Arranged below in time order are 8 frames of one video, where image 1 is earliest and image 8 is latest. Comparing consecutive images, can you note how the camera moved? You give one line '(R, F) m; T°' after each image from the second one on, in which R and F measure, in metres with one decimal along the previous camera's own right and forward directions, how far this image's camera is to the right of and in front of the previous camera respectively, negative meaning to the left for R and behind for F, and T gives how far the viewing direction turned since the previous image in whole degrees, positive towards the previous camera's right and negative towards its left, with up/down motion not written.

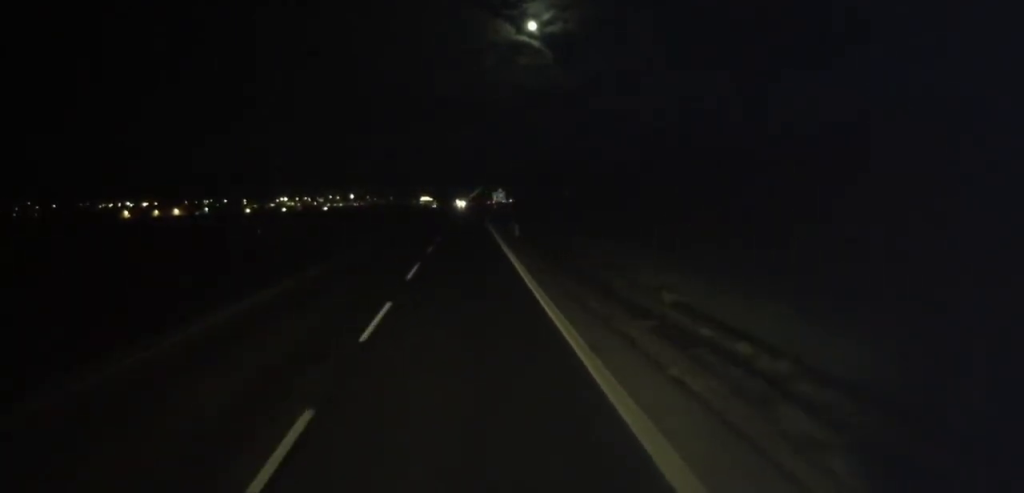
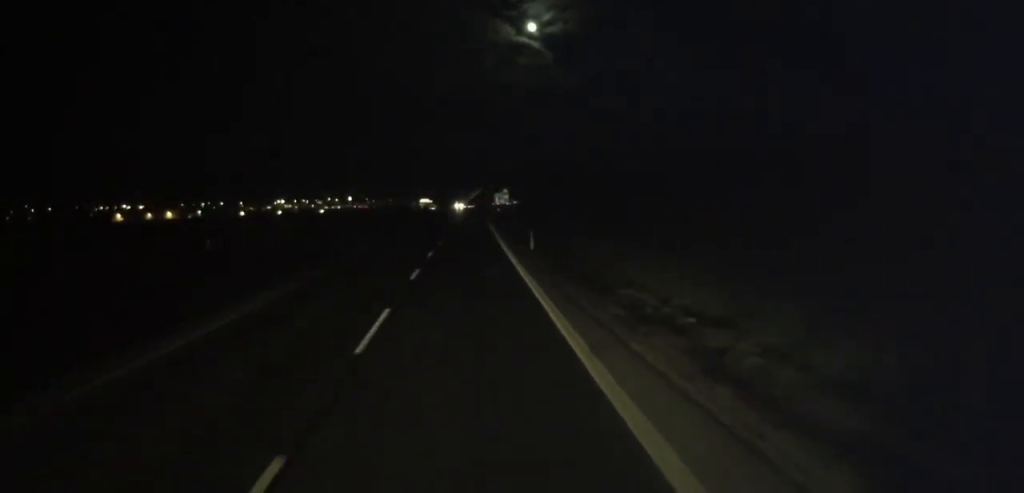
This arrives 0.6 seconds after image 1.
(0.0, +9.7) m; 0°
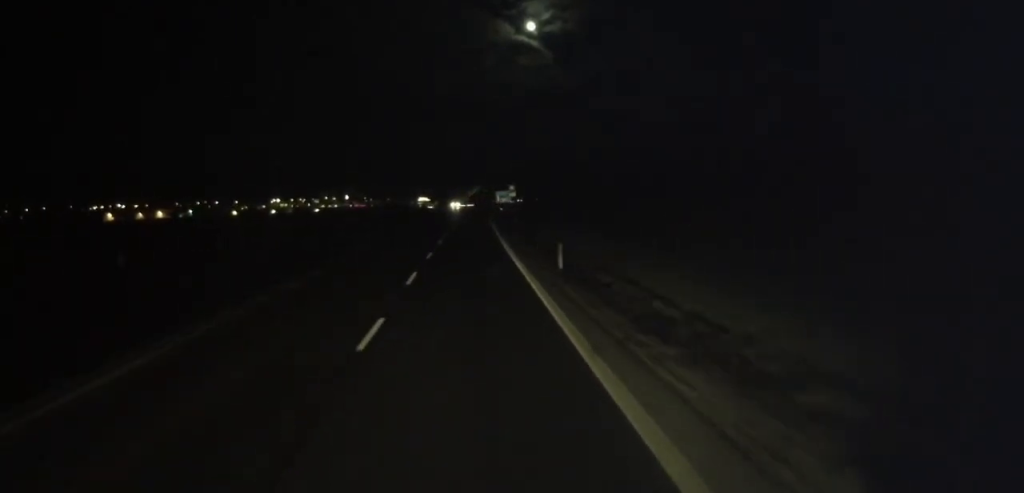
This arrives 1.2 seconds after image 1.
(0.0, +10.2) m; 0°
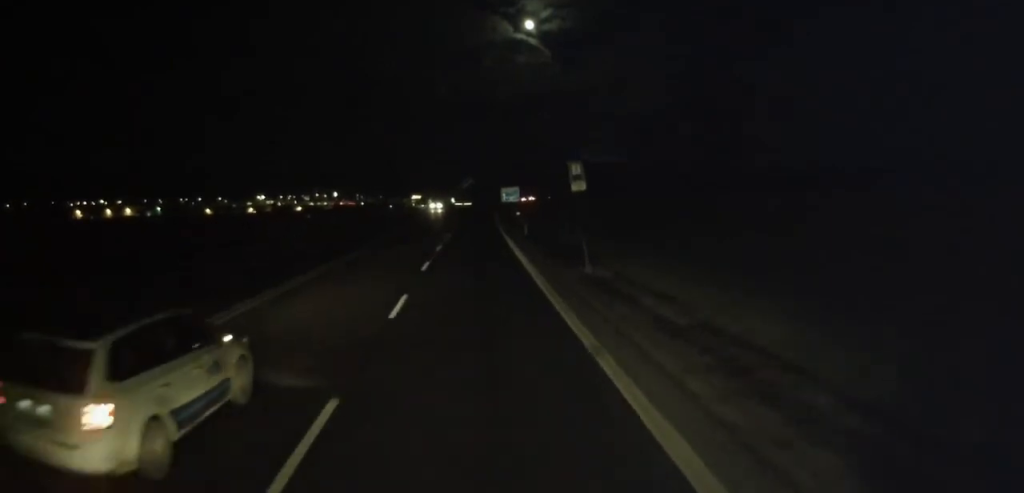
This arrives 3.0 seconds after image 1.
(+1.0, +31.3) m; +2°
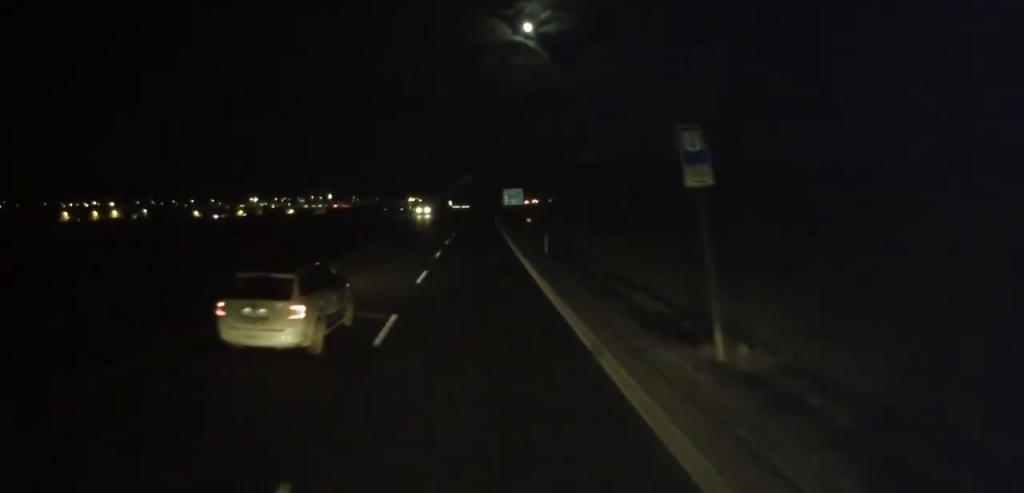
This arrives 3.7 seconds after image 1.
(-0.3, +11.2) m; -1°
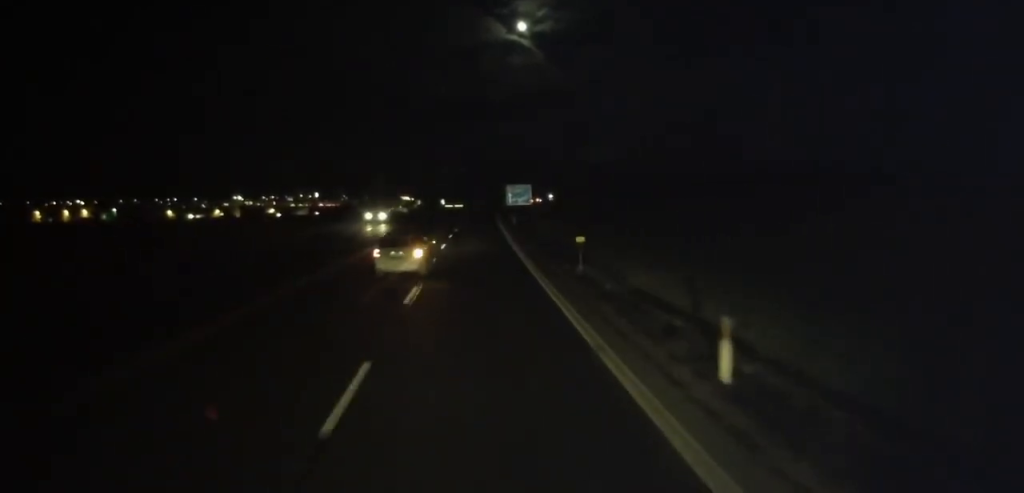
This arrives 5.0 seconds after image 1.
(-0.3, +21.7) m; +1°
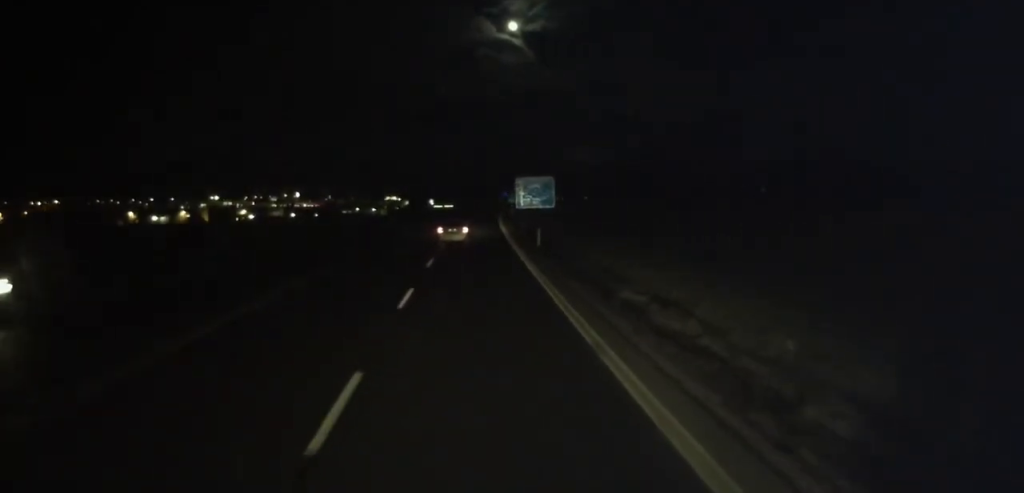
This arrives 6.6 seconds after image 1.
(+0.2, +26.7) m; 0°
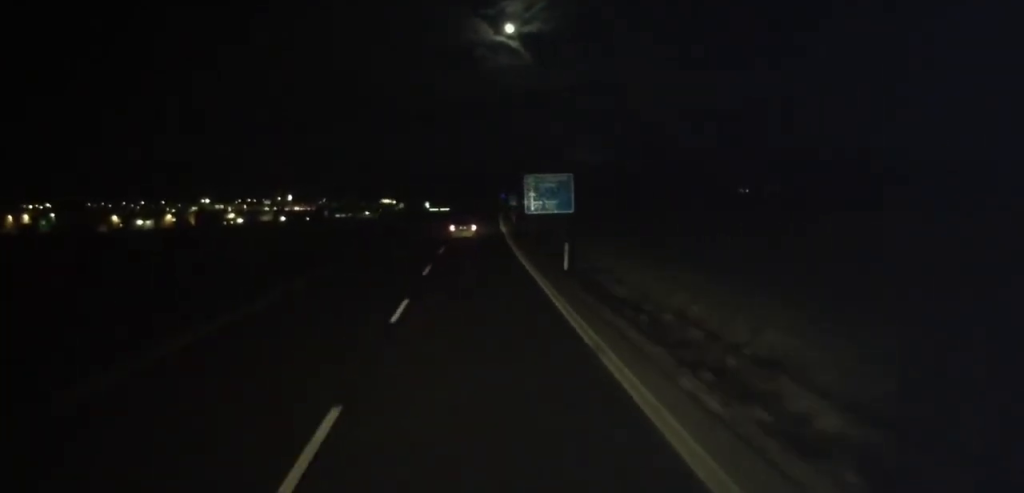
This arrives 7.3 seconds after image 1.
(-0.1, +10.2) m; 0°
